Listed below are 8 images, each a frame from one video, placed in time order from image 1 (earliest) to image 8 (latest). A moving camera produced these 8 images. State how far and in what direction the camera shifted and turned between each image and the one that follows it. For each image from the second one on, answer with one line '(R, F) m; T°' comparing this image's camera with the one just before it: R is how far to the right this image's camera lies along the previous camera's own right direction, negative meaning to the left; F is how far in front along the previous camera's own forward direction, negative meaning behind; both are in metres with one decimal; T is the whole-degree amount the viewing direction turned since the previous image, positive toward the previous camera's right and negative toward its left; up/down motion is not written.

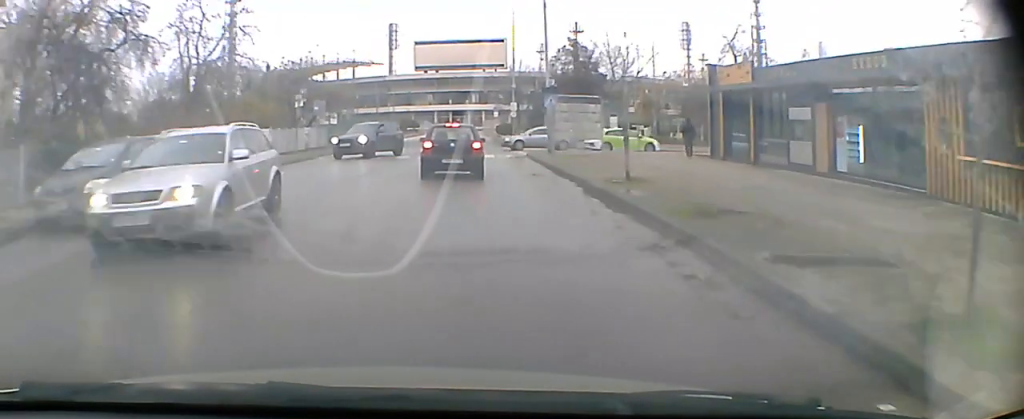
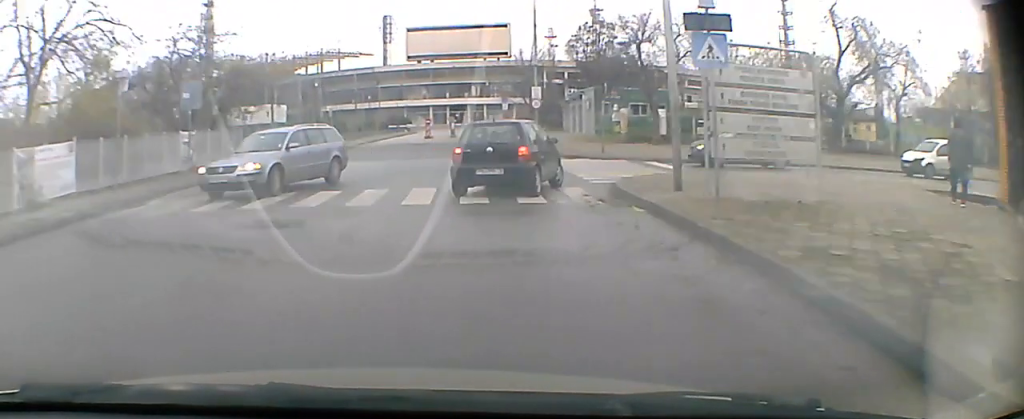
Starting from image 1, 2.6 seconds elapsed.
(0.0, +19.5) m; 0°
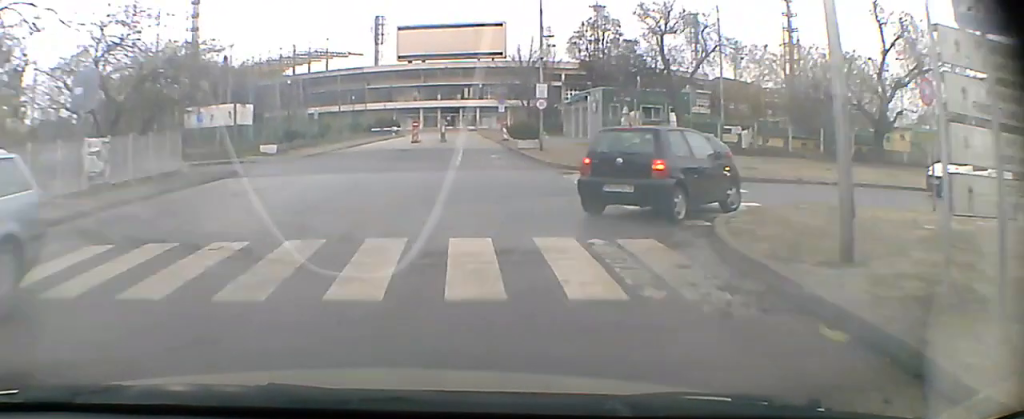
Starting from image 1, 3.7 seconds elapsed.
(+0.2, +7.5) m; +12°
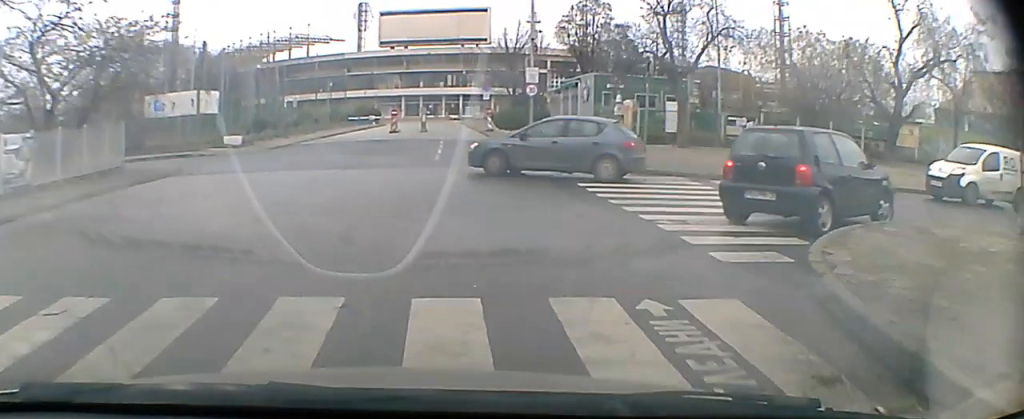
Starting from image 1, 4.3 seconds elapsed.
(+0.7, +3.7) m; +7°
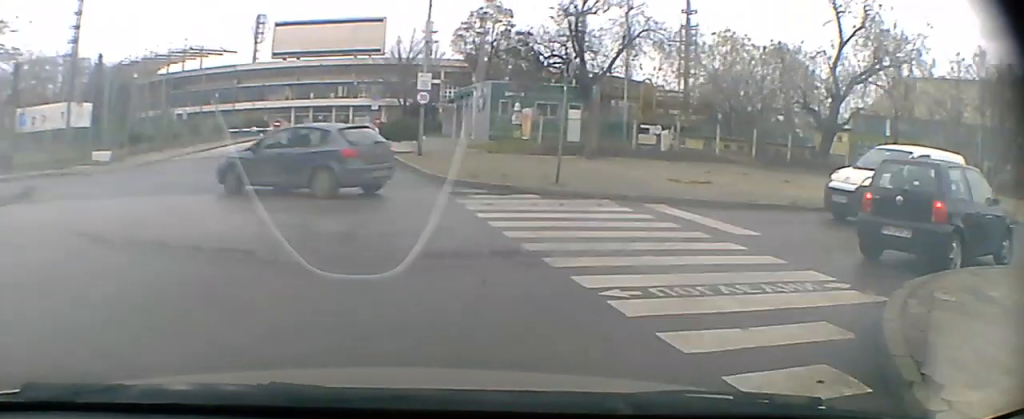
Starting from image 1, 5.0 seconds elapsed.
(+0.3, +4.1) m; +6°
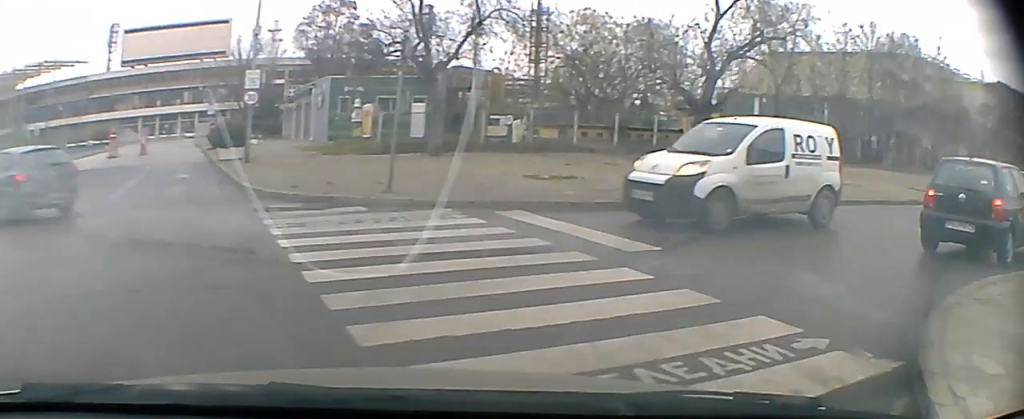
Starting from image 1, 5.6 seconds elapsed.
(-0.1, +3.3) m; +3°
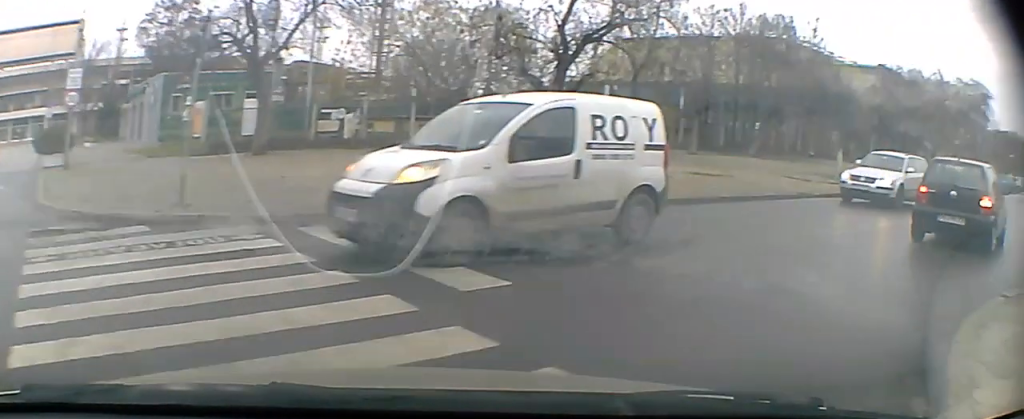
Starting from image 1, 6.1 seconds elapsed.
(+0.2, +2.6) m; +9°
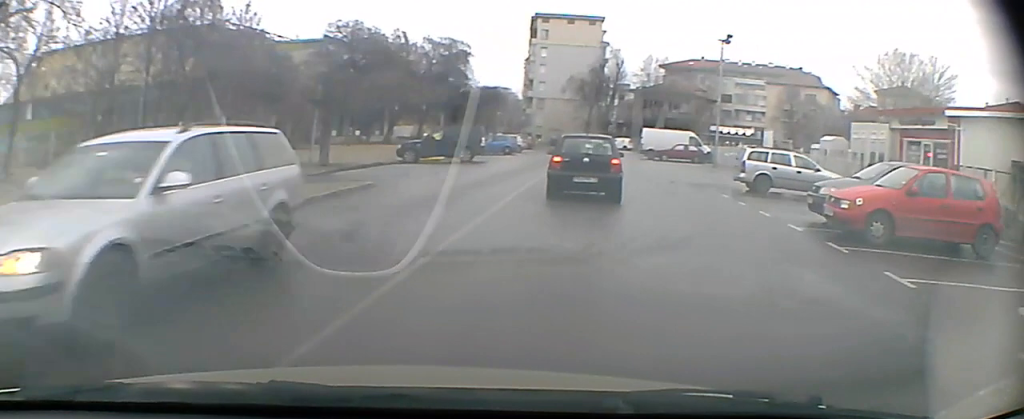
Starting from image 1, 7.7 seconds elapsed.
(+2.2, +8.2) m; +32°
